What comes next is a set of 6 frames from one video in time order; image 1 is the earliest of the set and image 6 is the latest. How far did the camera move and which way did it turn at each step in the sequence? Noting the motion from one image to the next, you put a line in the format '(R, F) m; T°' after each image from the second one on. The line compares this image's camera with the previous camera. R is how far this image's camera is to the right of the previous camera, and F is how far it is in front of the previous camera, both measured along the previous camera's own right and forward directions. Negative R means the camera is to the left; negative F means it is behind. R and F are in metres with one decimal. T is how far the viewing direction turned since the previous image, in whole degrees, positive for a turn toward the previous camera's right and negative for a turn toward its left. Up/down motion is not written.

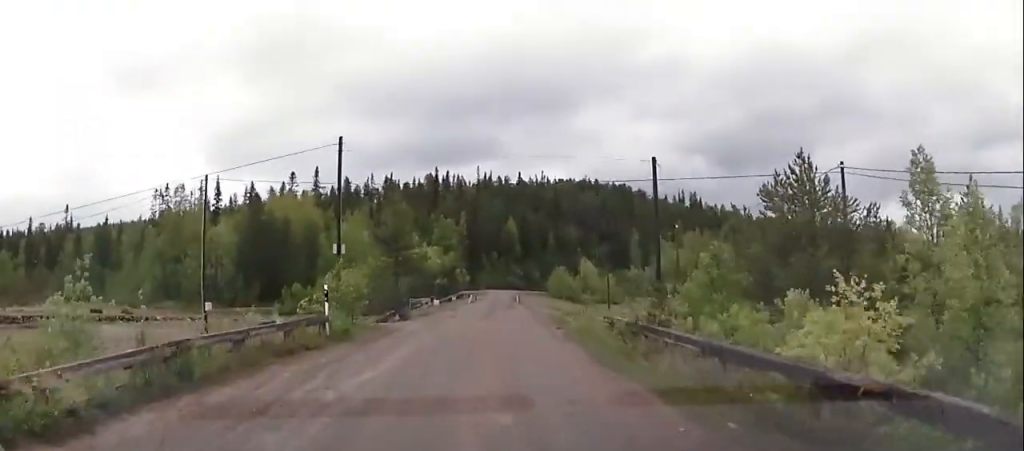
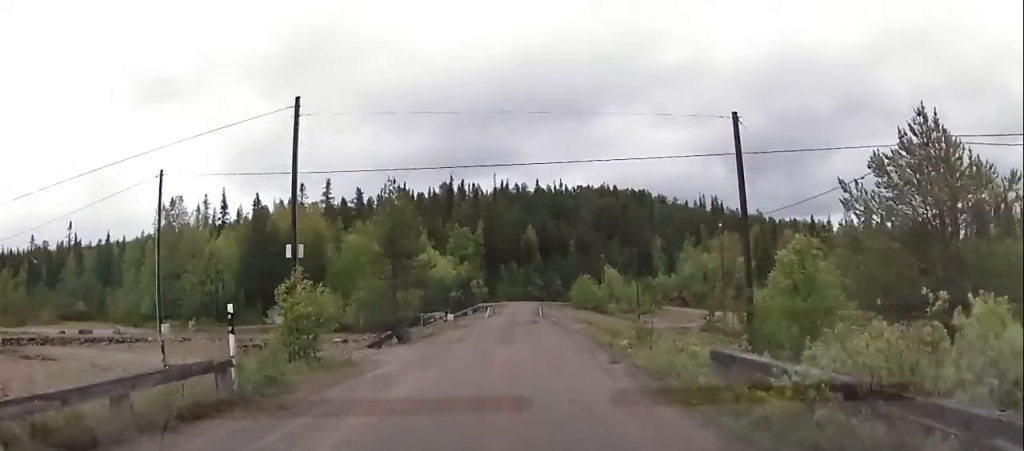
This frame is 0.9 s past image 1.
(+0.4, +7.0) m; +4°
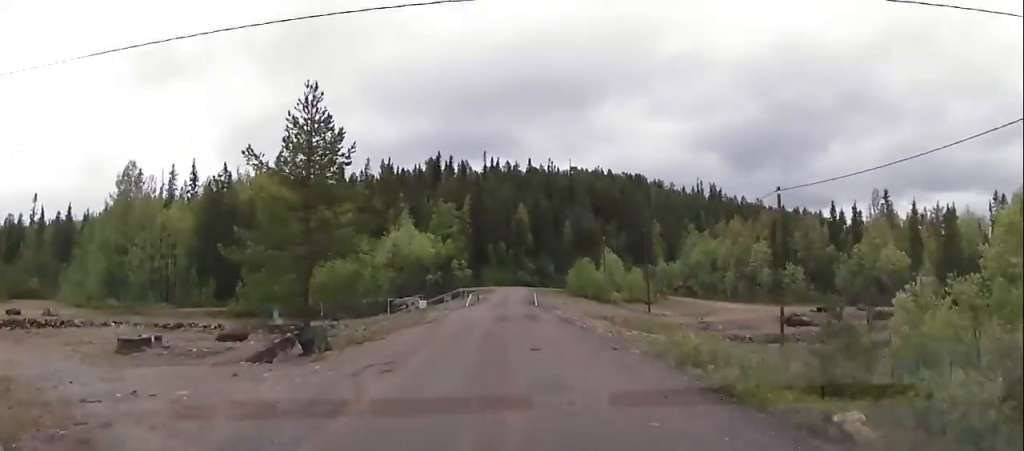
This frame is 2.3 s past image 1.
(0.0, +12.0) m; -1°
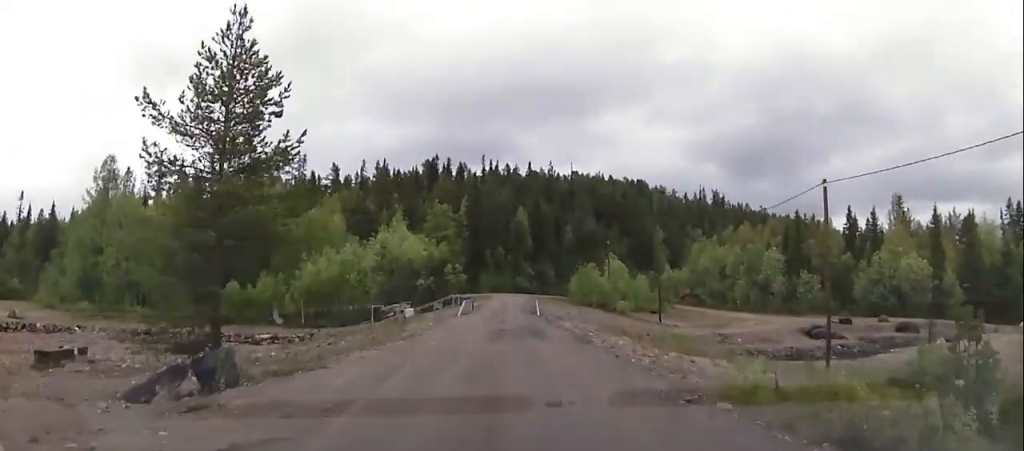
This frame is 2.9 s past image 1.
(-0.4, +5.6) m; +2°
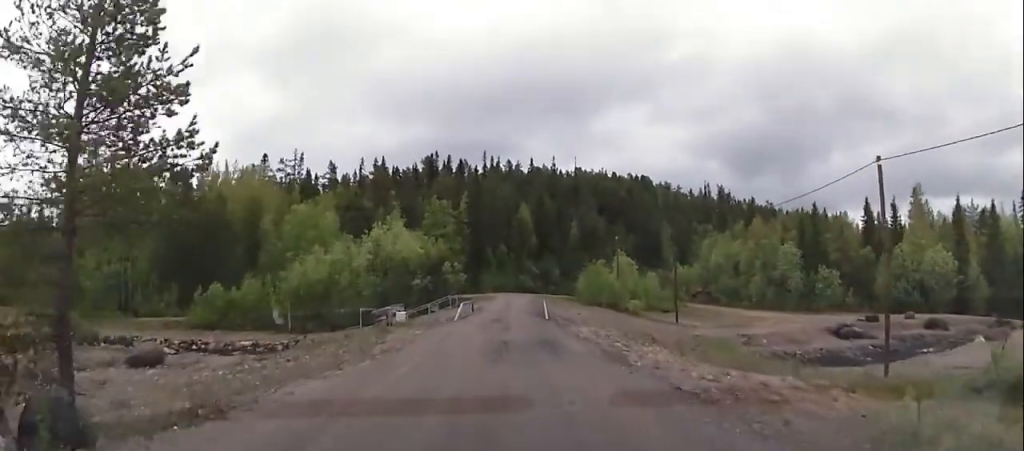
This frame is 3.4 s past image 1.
(+0.4, +4.8) m; 0°
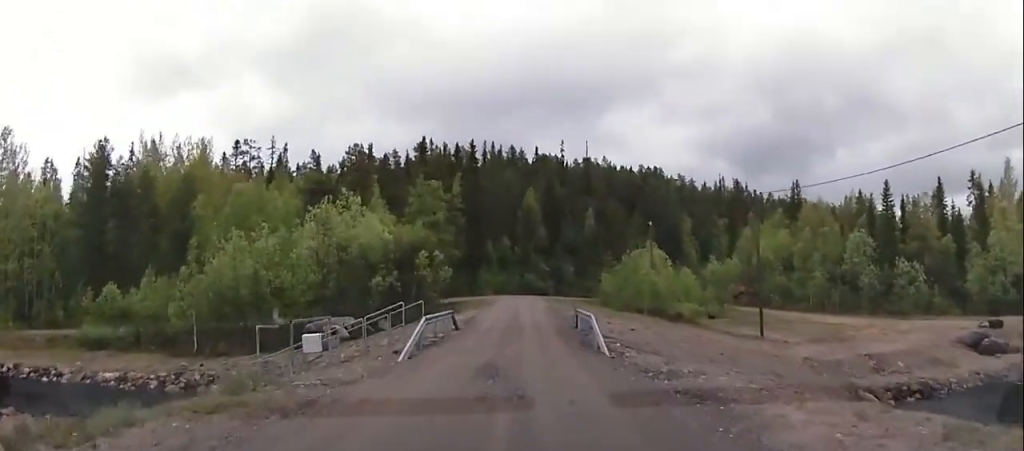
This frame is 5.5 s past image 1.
(-0.6, +18.4) m; -3°
